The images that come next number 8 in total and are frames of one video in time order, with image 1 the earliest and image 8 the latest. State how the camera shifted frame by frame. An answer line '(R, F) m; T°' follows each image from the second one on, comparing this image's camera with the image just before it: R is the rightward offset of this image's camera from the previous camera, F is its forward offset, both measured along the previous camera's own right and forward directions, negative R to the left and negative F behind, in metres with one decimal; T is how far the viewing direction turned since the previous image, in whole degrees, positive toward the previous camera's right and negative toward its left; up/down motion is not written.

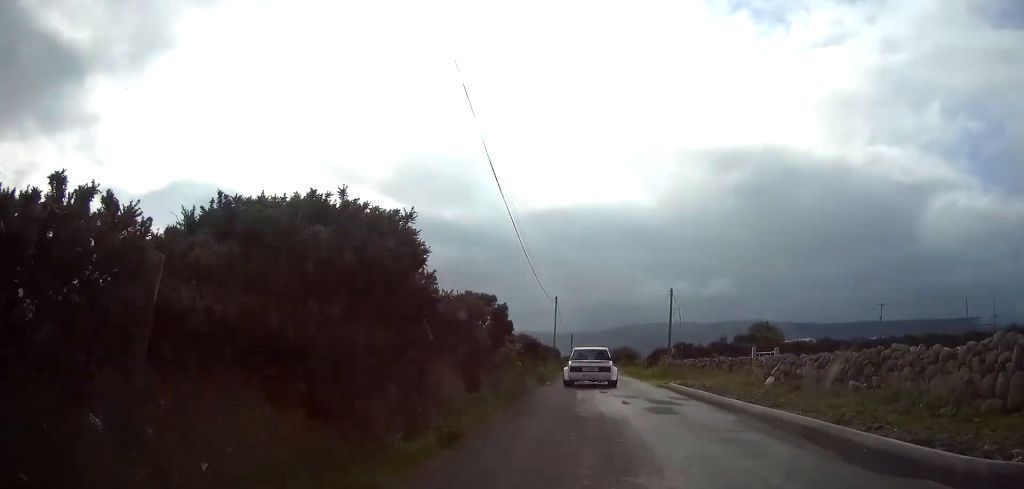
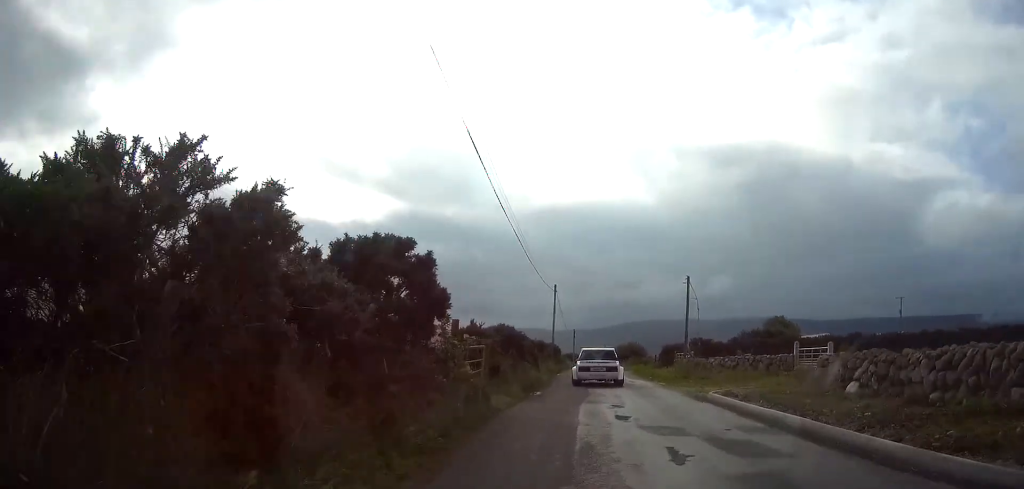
(-0.1, +8.3) m; 0°
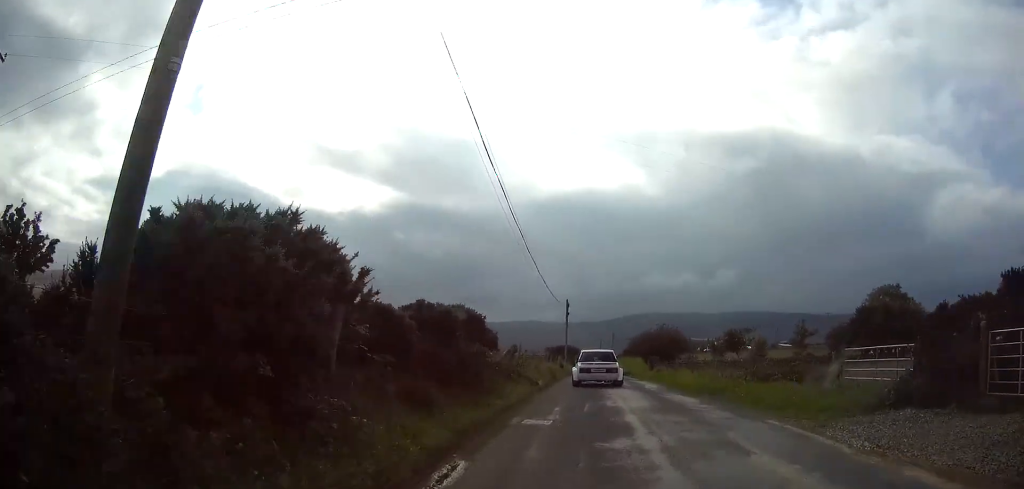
(0.0, +46.1) m; 0°
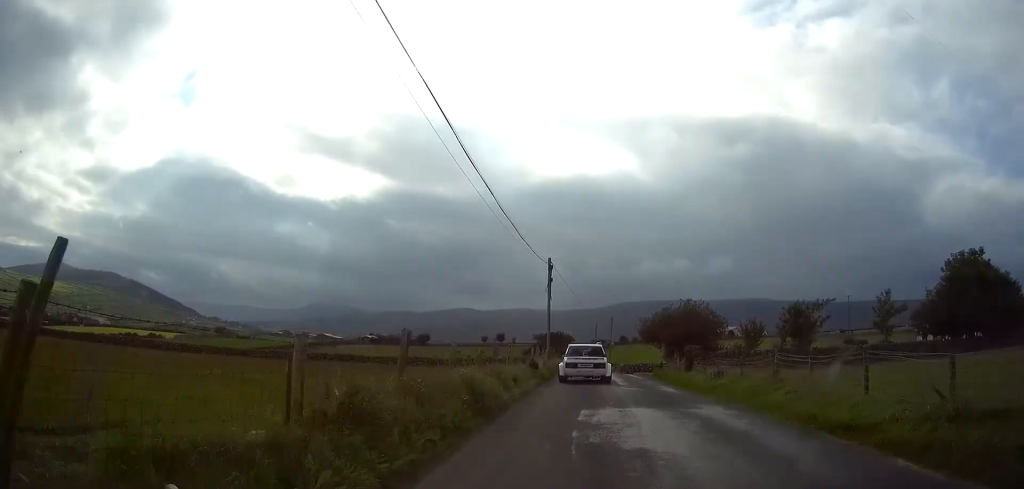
(+0.1, +19.0) m; 0°
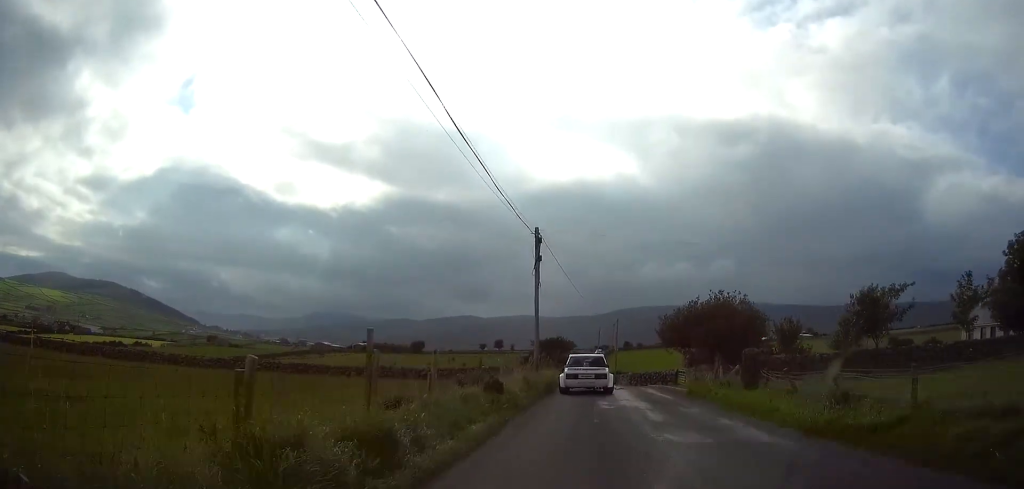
(0.0, +10.2) m; 0°
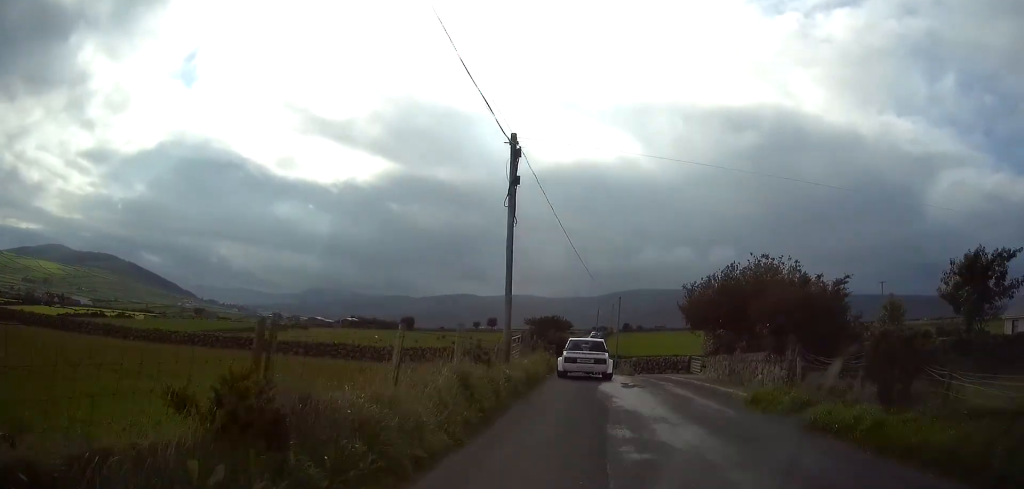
(0.0, +8.9) m; 0°
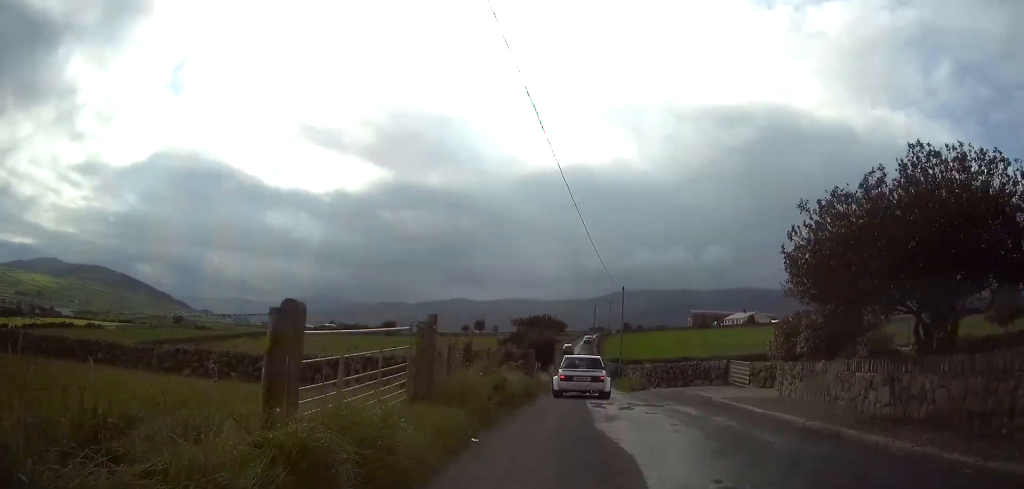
(+0.1, +14.7) m; 0°
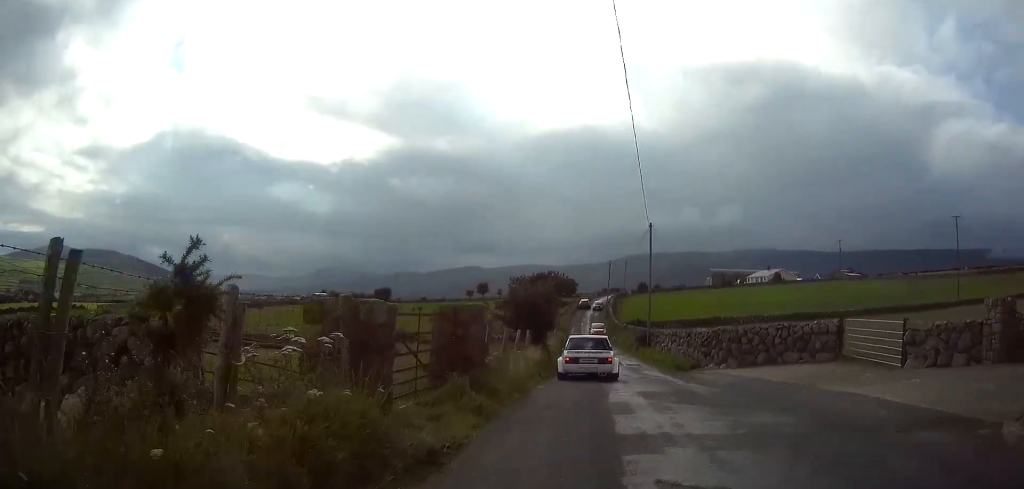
(-0.1, +15.0) m; -1°
